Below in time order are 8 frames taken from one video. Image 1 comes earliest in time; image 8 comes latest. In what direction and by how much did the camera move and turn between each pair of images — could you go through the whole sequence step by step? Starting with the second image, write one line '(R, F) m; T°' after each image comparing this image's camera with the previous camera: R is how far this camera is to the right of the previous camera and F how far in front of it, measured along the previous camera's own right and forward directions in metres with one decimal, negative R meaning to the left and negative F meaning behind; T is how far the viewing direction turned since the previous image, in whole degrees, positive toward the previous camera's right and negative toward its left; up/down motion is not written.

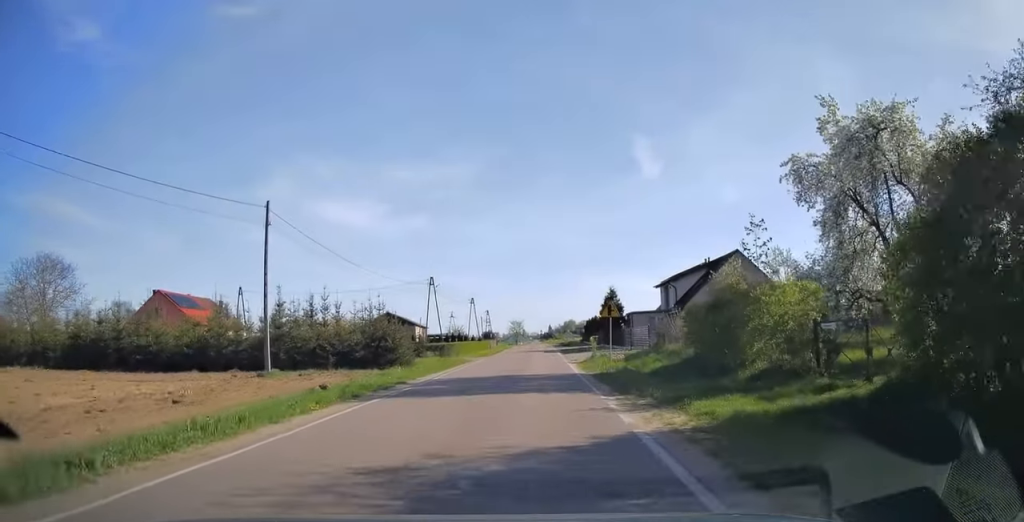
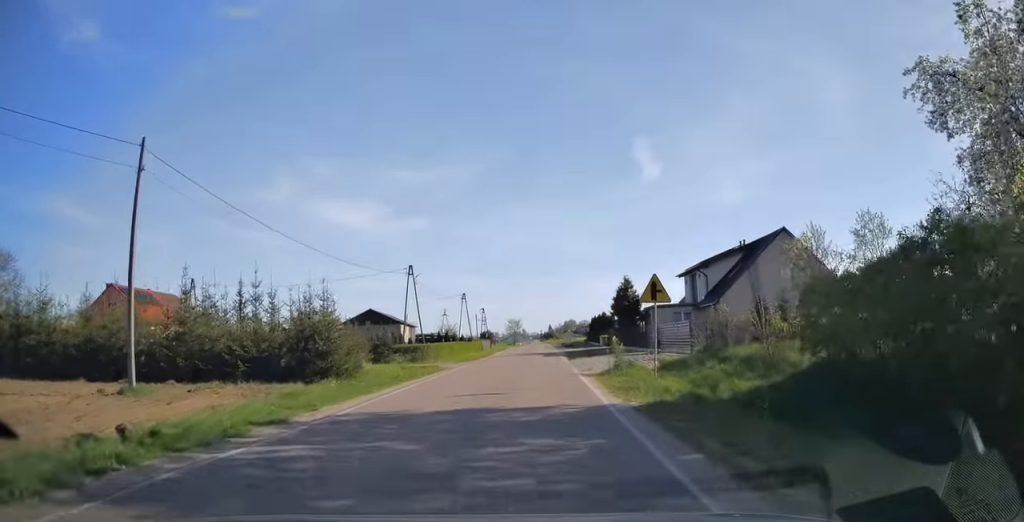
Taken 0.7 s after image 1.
(0.0, +10.5) m; 0°
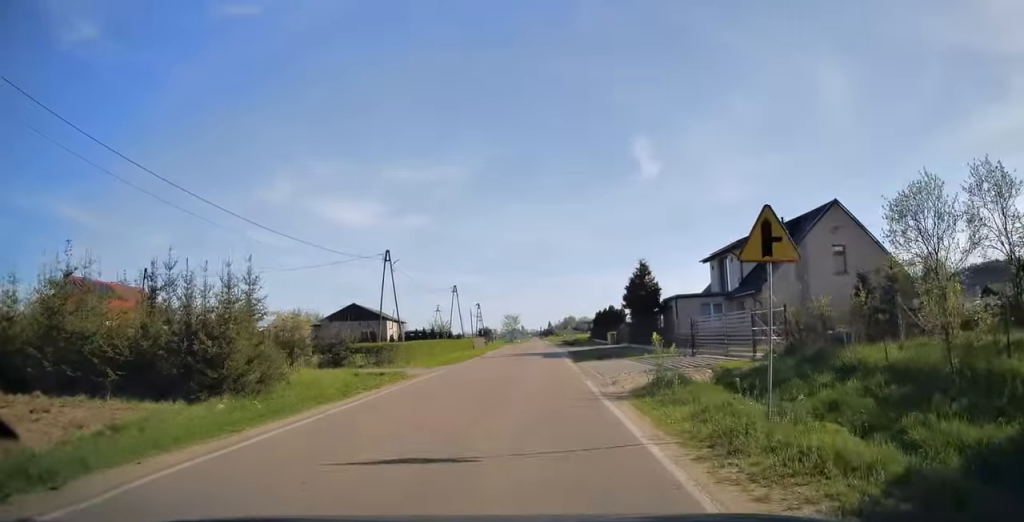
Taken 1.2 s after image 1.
(0.0, +8.0) m; 0°
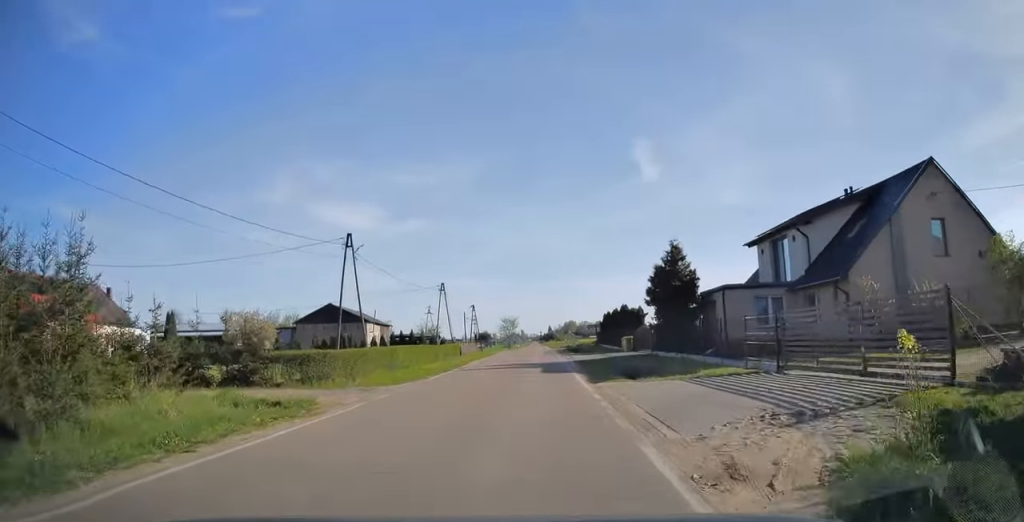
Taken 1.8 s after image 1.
(0.0, +9.7) m; 0°
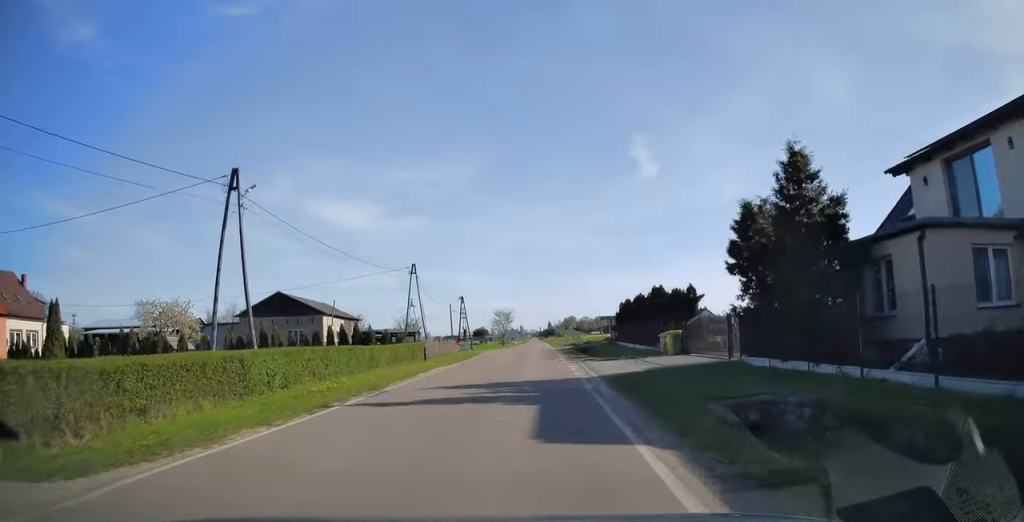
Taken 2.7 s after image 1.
(0.0, +15.1) m; 0°
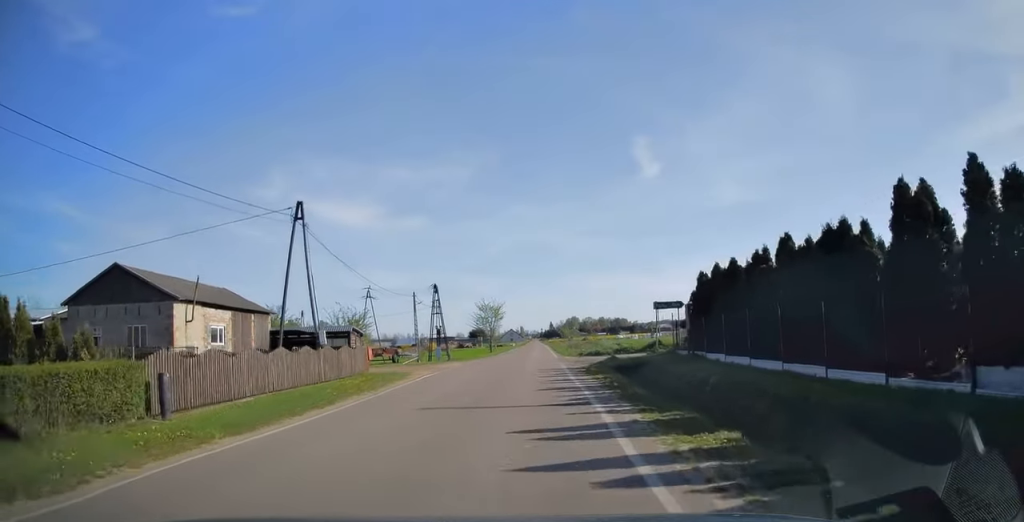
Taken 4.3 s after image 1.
(+0.1, +26.5) m; 0°
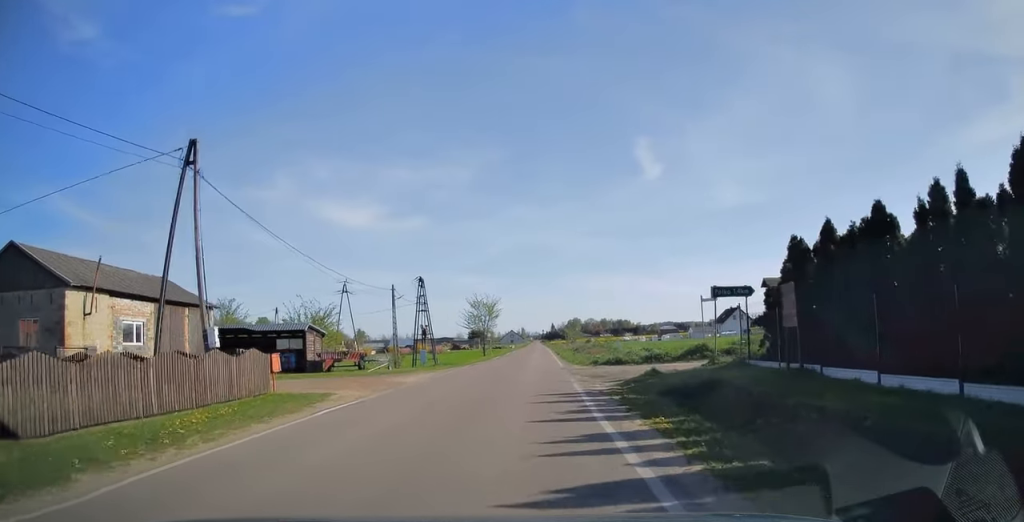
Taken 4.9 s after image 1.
(-0.1, +10.0) m; 0°
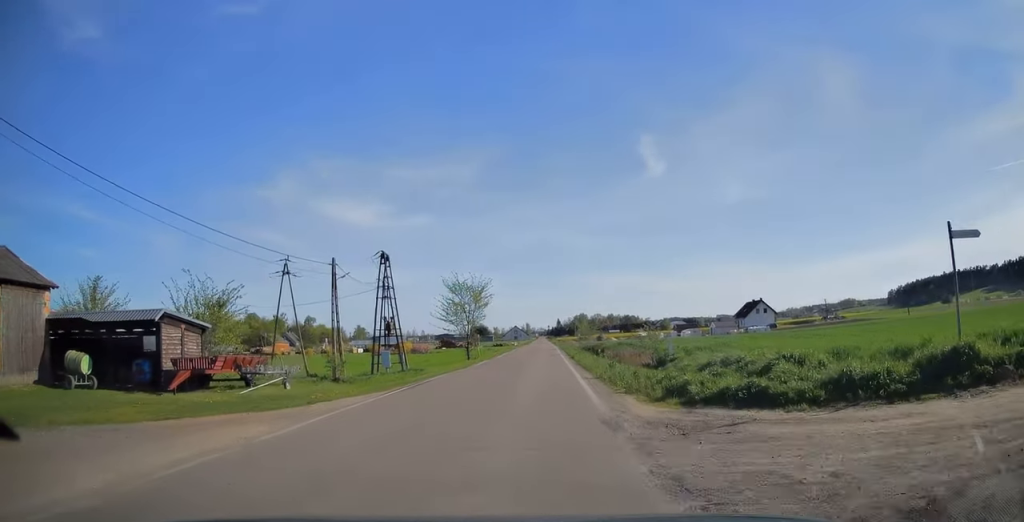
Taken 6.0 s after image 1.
(-0.1, +17.3) m; 0°
